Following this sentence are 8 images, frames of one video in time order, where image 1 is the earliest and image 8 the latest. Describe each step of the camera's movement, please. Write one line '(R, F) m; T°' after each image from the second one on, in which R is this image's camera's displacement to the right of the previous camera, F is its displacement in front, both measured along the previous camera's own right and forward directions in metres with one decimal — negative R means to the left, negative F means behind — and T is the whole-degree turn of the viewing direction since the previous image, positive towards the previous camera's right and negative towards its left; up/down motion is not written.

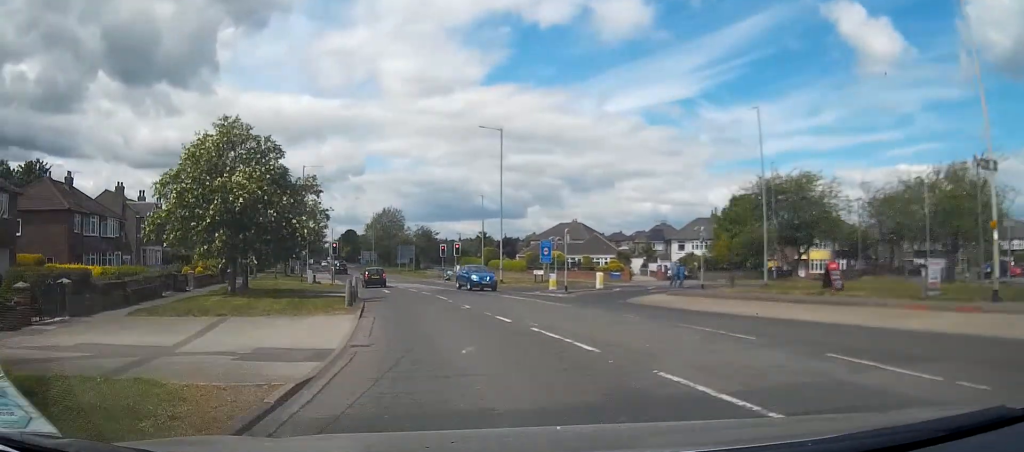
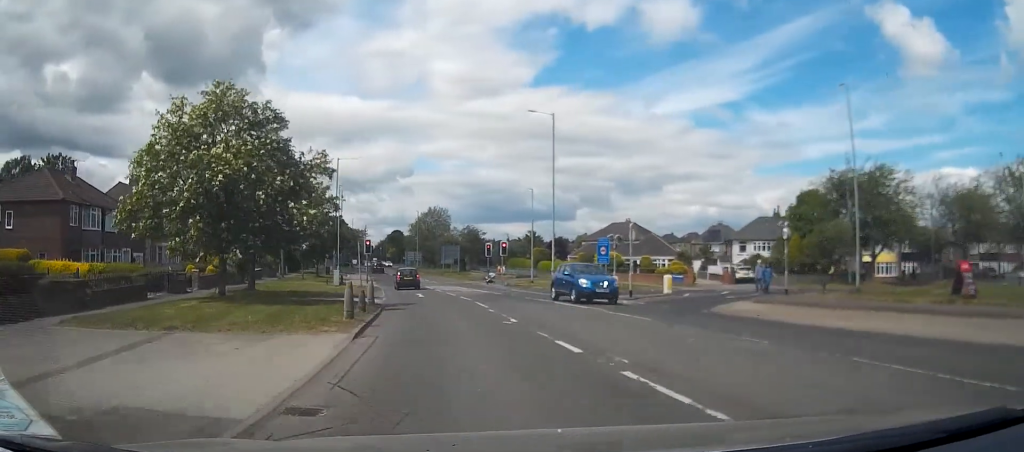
(0.0, +5.6) m; -3°
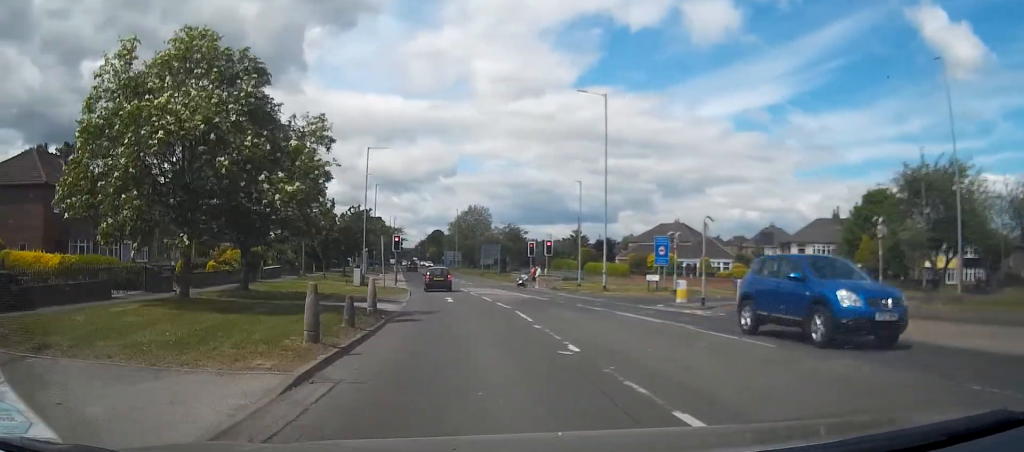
(-0.2, +5.4) m; -5°
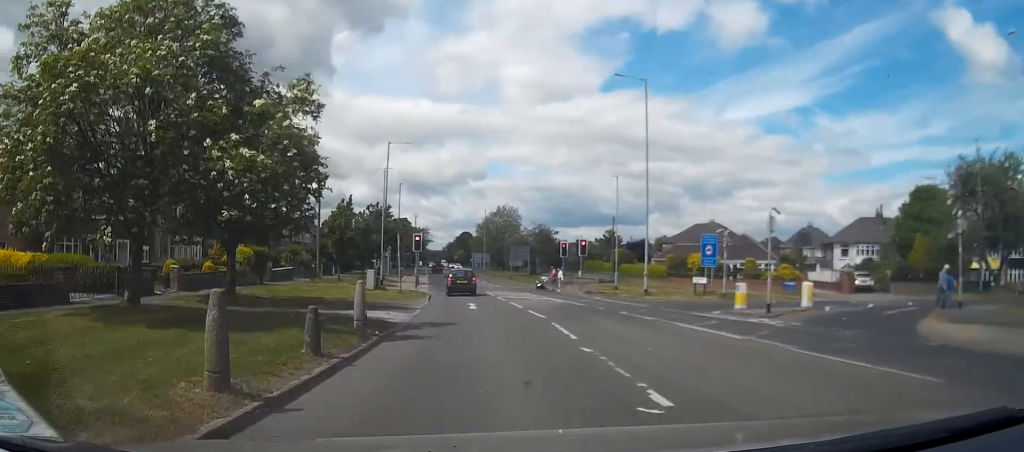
(-0.2, +3.5) m; -4°
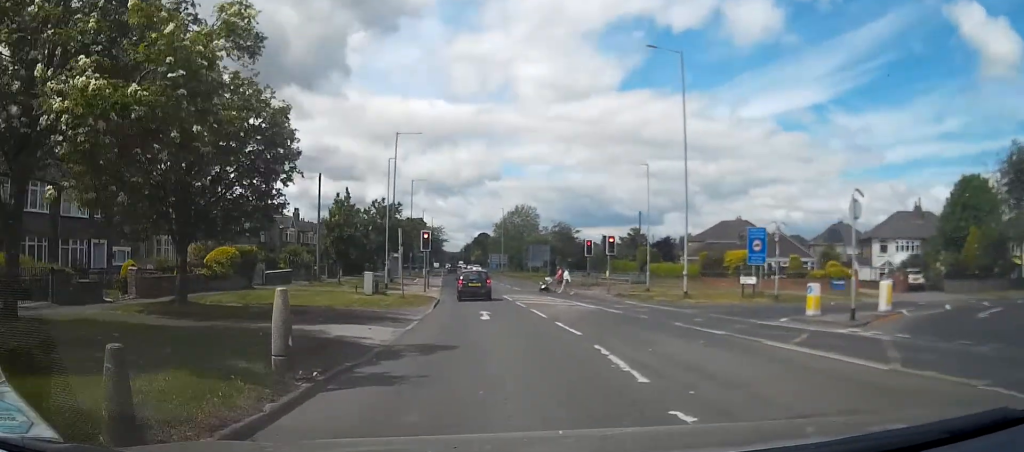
(-0.2, +4.3) m; -4°
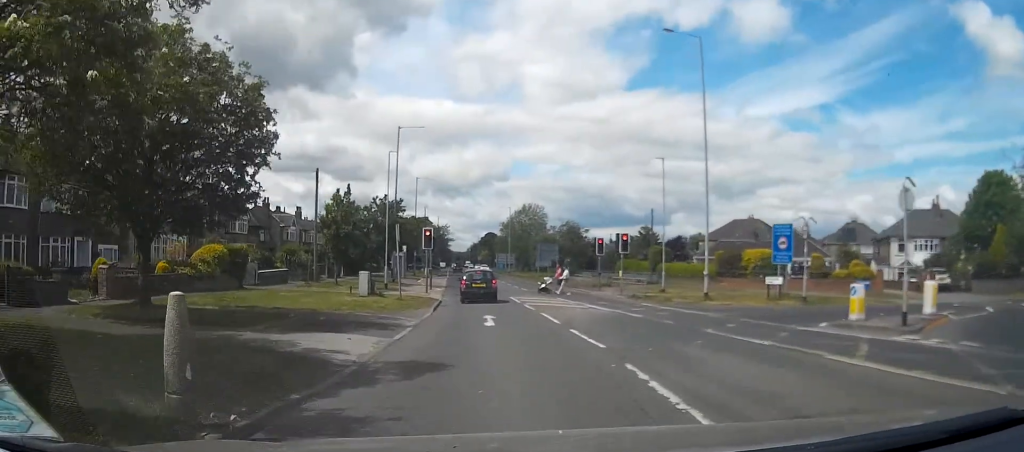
(0.0, +2.2) m; -2°
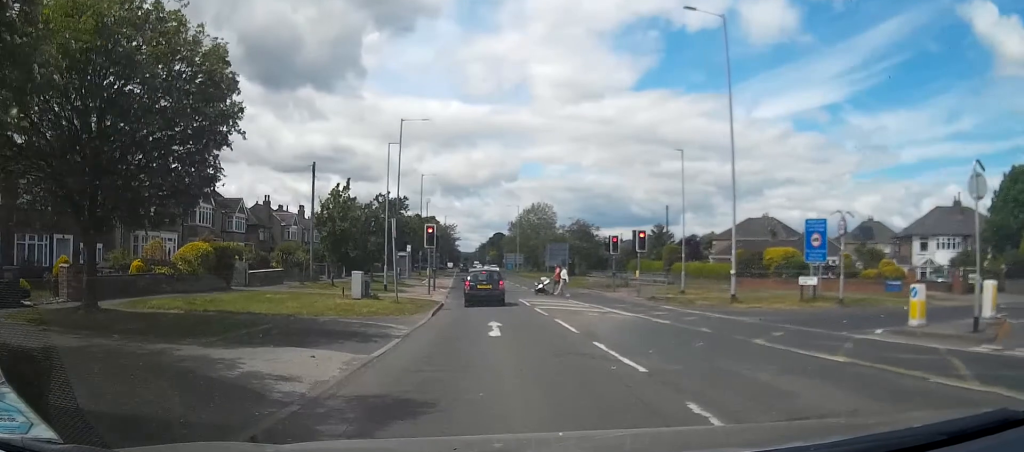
(-0.1, +2.4) m; -8°
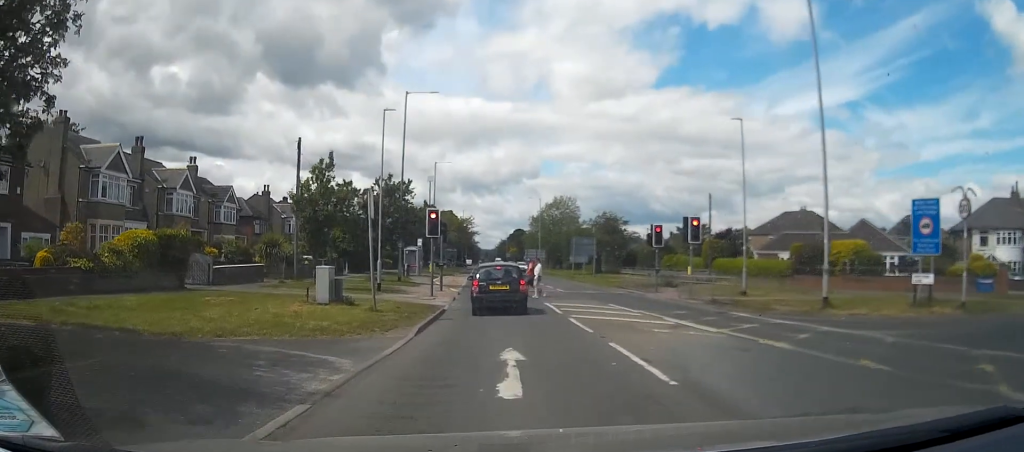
(-1.6, +6.1) m; -20°
